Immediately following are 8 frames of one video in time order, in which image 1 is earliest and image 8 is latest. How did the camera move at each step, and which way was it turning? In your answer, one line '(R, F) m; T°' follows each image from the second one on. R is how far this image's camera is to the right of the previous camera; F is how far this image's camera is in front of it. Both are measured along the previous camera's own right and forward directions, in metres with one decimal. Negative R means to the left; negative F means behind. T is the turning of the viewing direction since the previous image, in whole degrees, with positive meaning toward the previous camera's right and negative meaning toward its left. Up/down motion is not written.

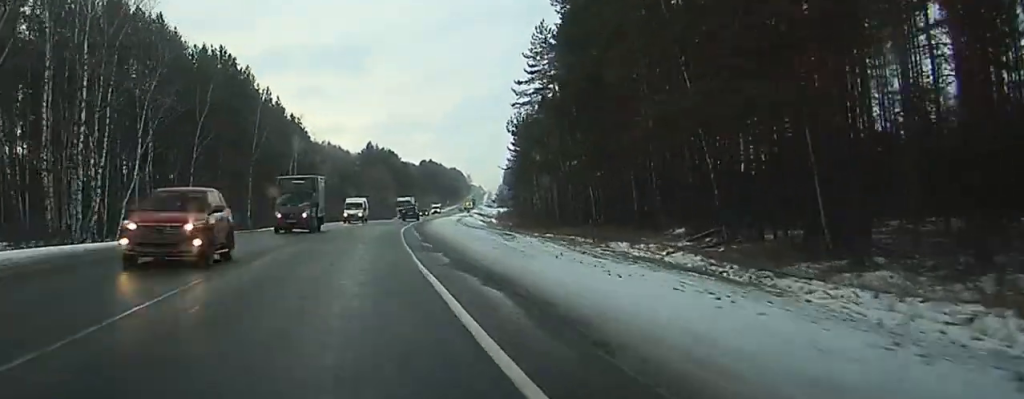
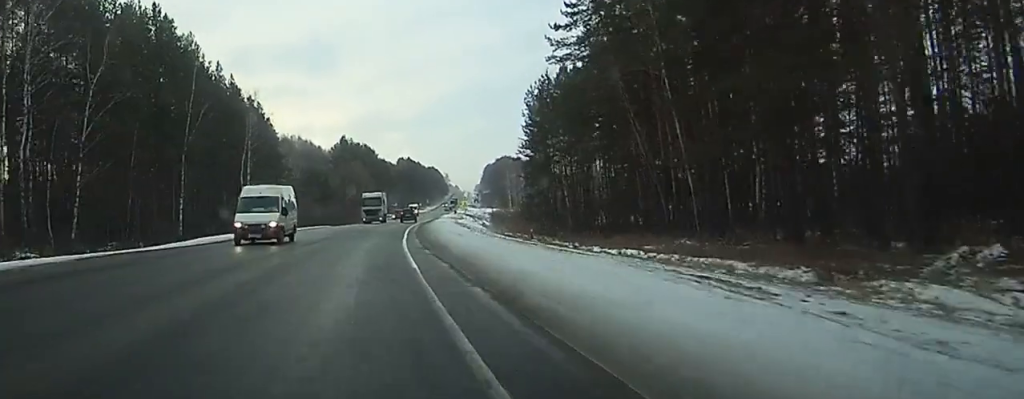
(+0.1, +28.2) m; 0°
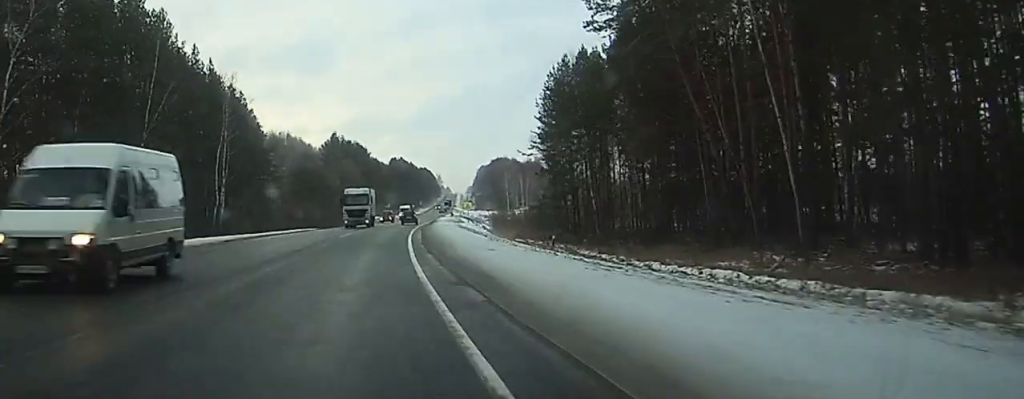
(0.0, +13.2) m; 0°
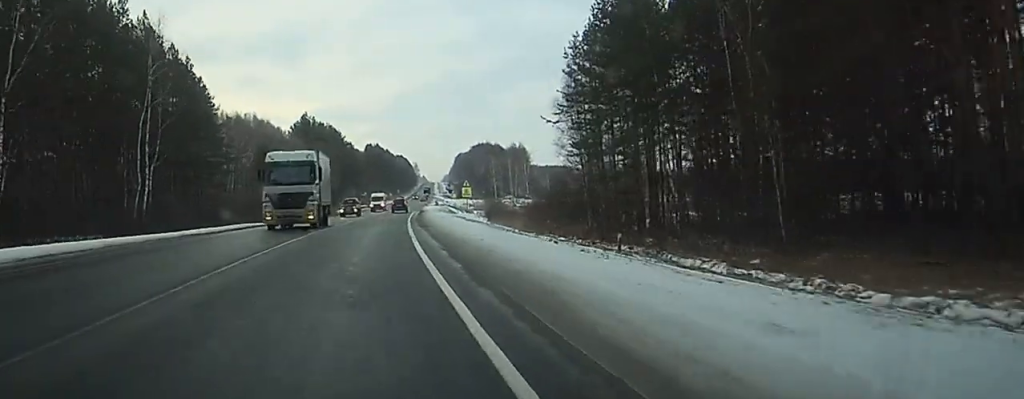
(0.0, +24.6) m; +1°
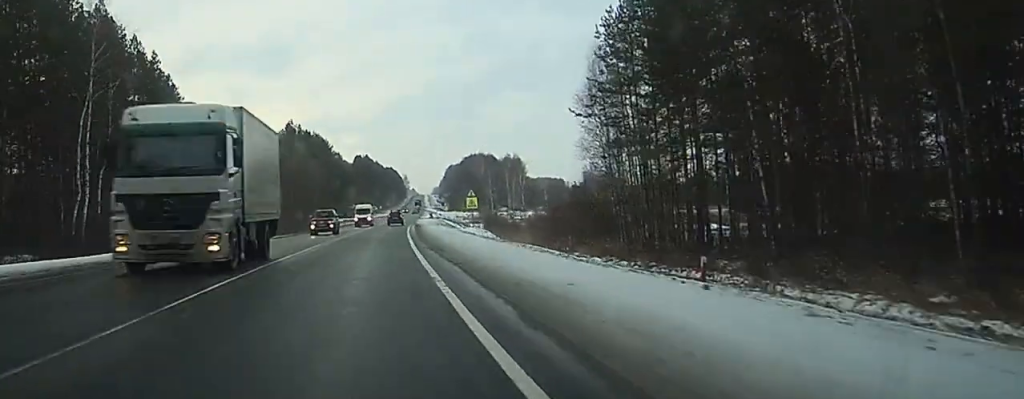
(+0.3, +12.4) m; +1°
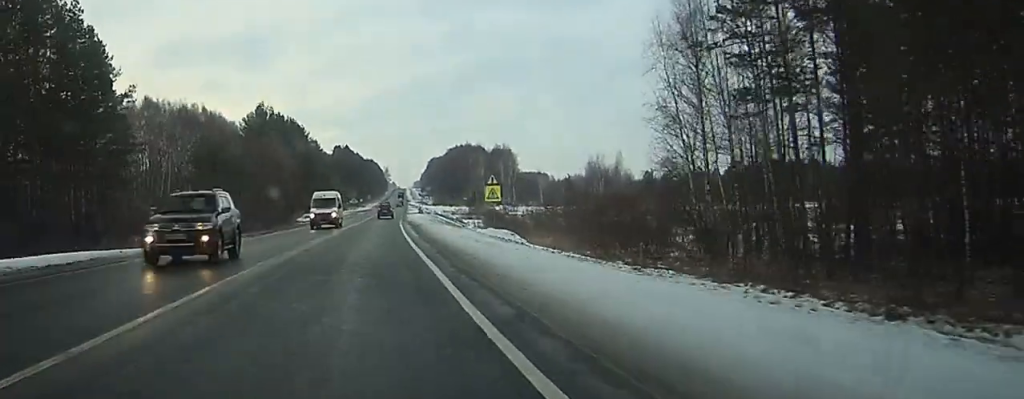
(+0.5, +21.8) m; +2°
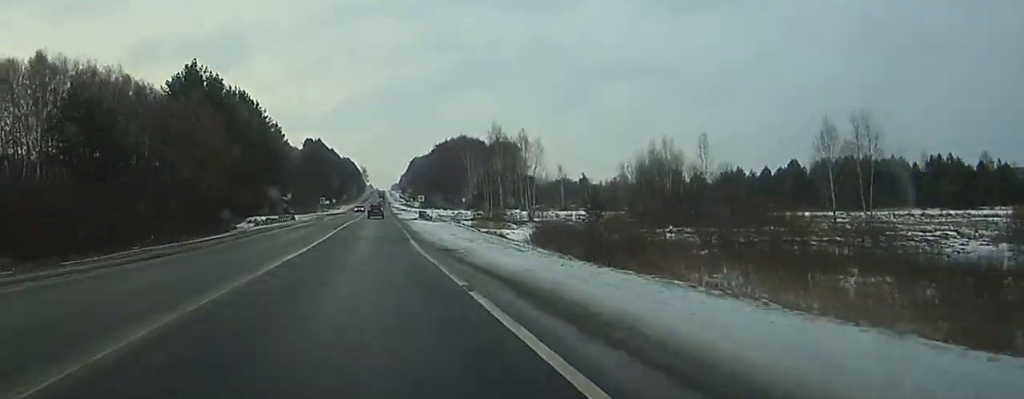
(+1.5, +57.5) m; +2°
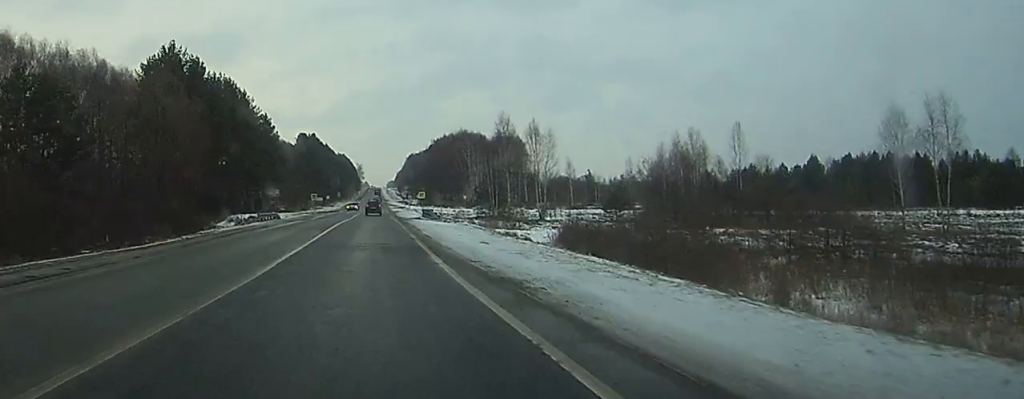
(0.0, +14.3) m; 0°
